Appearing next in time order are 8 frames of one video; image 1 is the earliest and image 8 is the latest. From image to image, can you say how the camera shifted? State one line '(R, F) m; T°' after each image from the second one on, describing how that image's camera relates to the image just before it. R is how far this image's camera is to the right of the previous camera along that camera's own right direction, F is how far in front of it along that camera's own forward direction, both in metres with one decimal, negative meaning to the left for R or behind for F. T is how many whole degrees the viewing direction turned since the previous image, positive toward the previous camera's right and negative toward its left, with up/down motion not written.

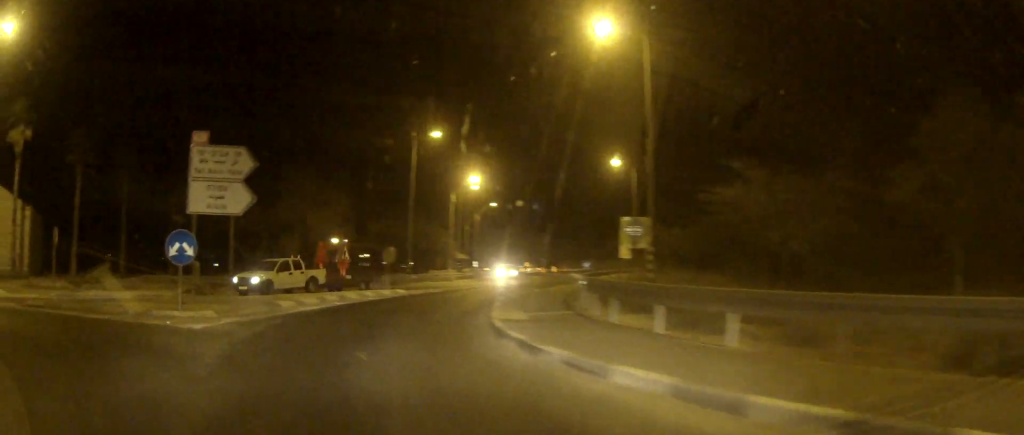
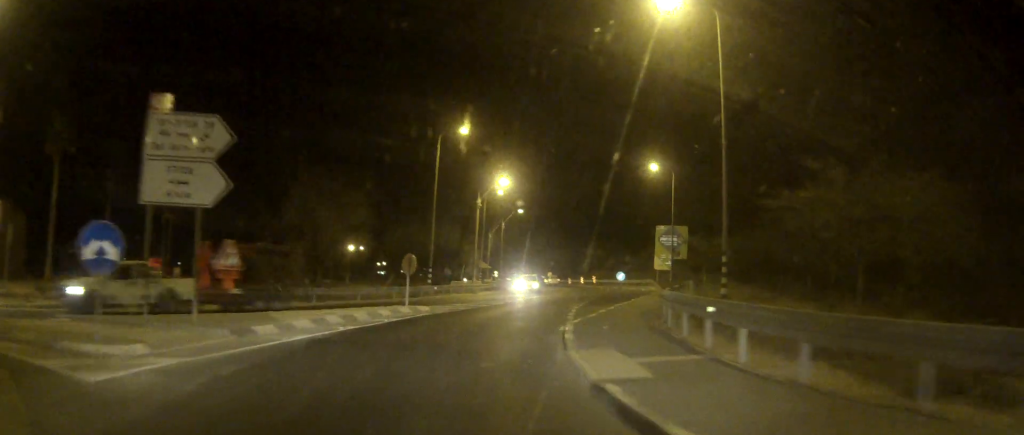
(-0.4, +5.5) m; -3°
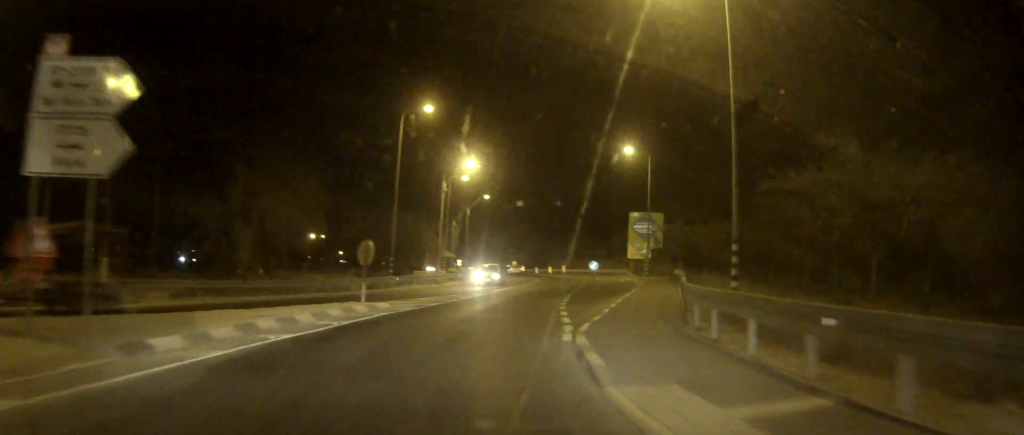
(0.0, +4.1) m; +1°
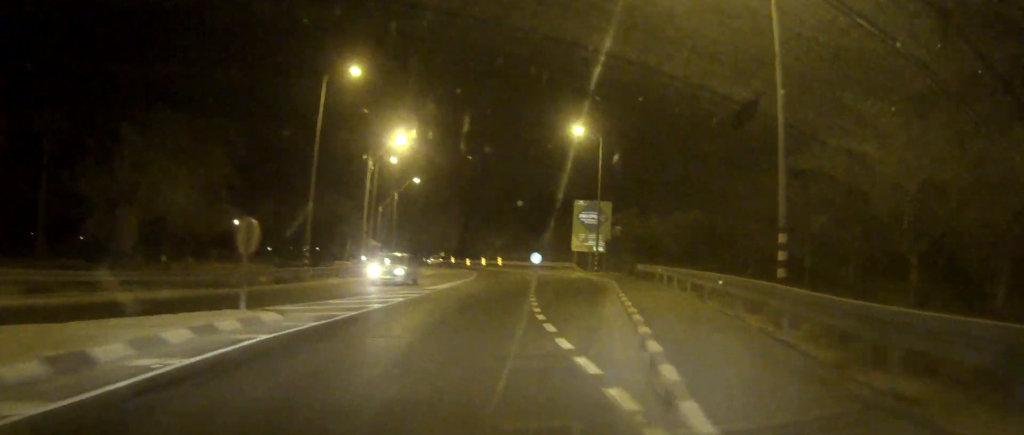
(+0.1, +7.7) m; +3°
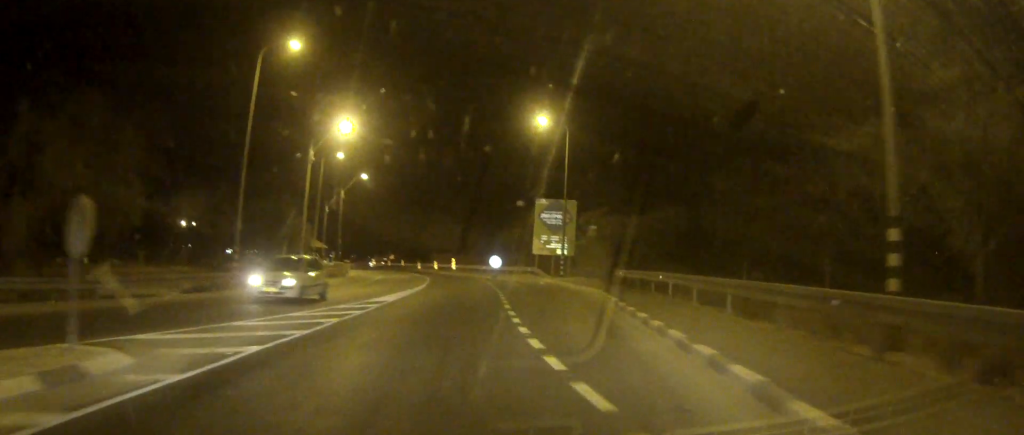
(0.0, +6.4) m; +3°
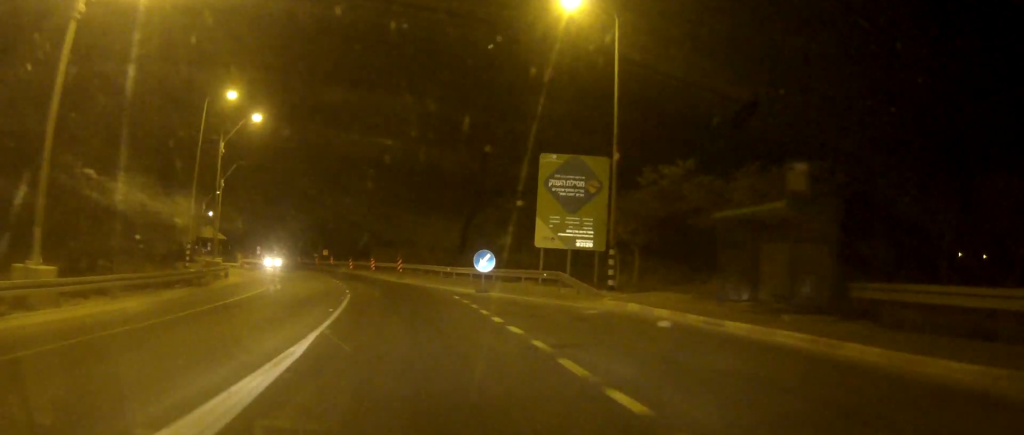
(+2.2, +27.0) m; +6°
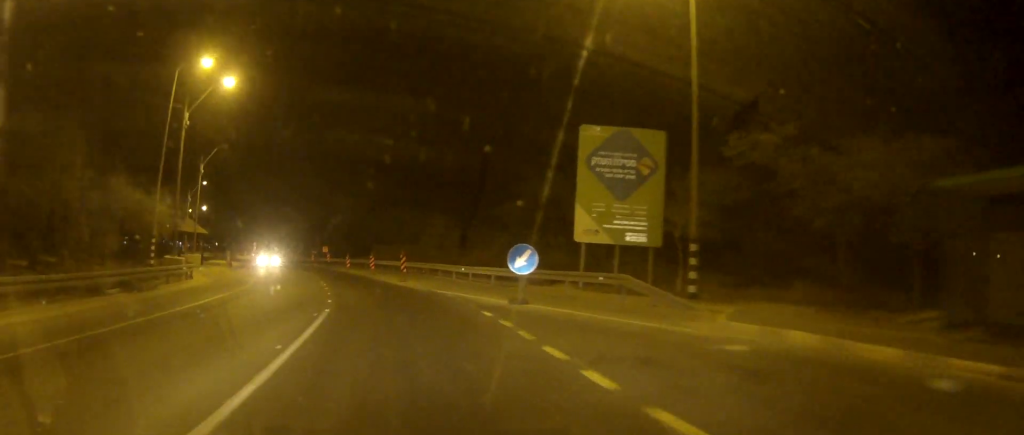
(0.0, +8.0) m; 0°
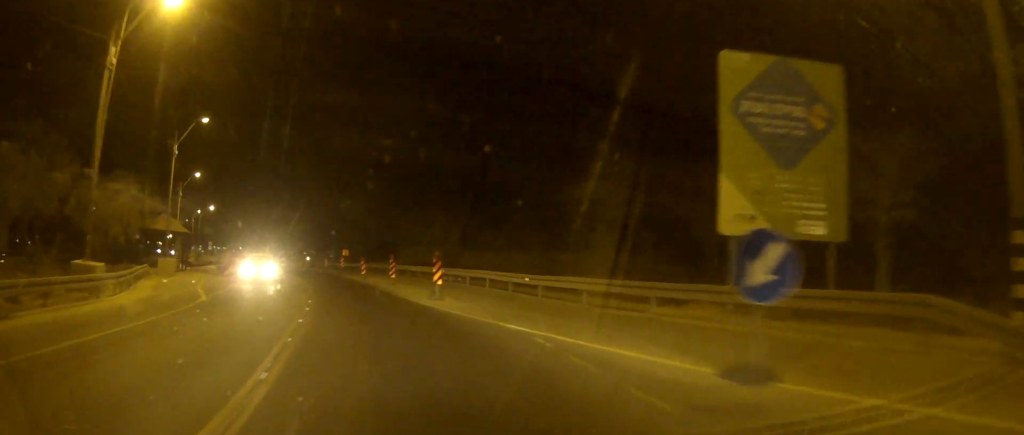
(-0.1, +12.2) m; -2°
